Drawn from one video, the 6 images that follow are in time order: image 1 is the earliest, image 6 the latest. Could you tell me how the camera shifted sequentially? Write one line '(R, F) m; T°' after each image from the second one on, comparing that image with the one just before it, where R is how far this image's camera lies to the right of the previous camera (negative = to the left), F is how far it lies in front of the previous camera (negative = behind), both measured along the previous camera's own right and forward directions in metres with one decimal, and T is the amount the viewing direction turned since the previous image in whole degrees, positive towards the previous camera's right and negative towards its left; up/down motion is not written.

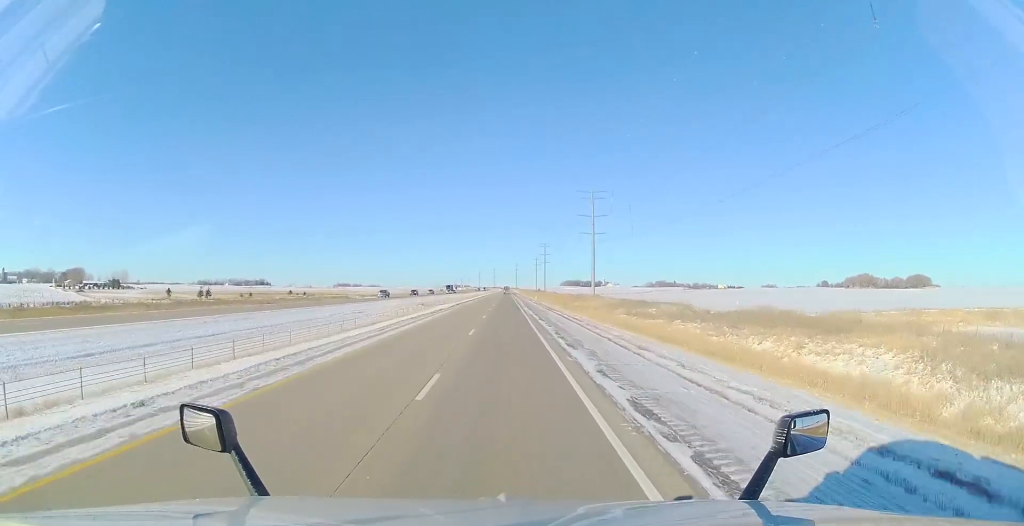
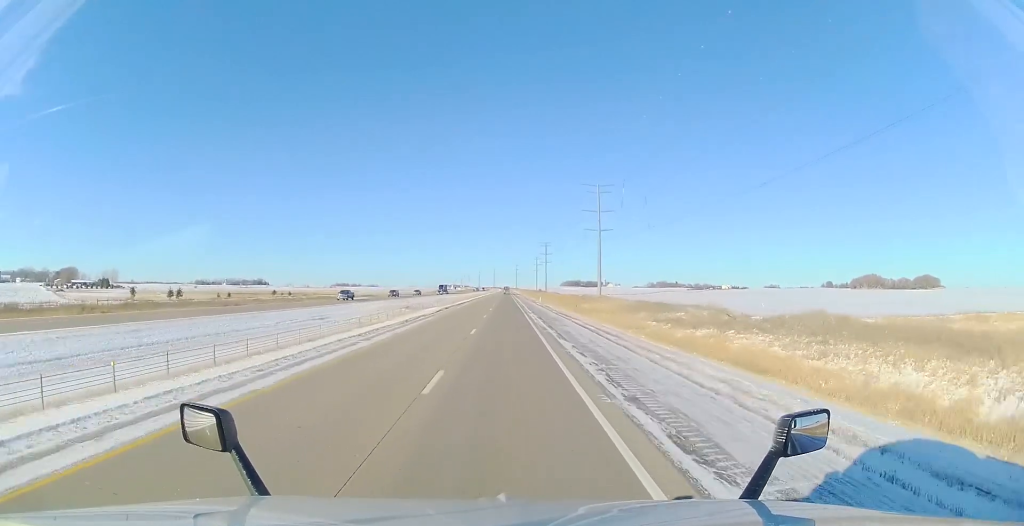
(+0.3, +14.7) m; 0°
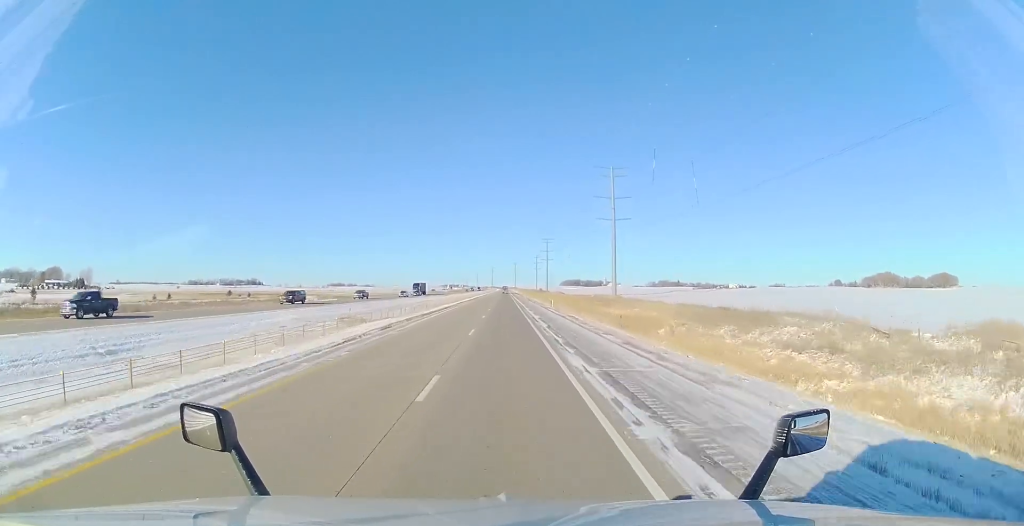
(-0.6, +31.5) m; 0°
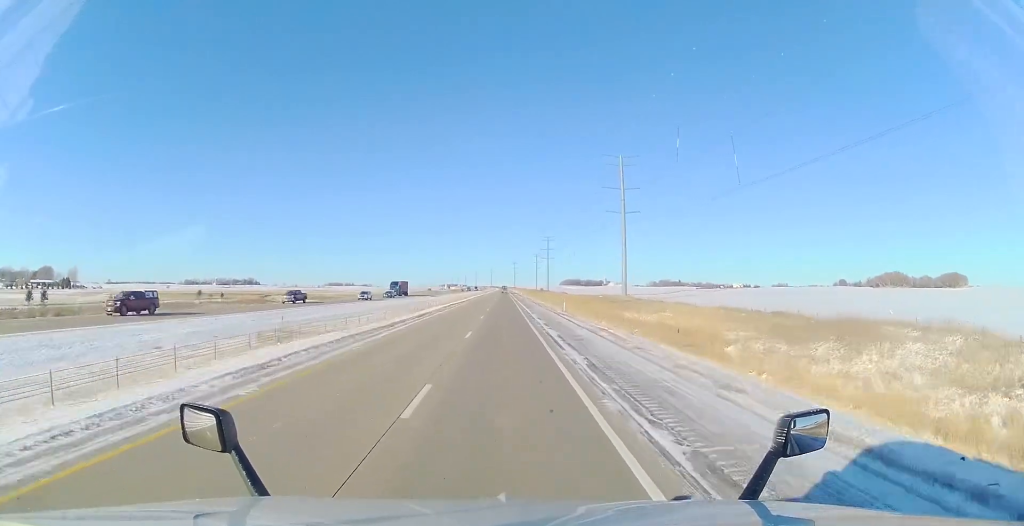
(+0.1, +16.7) m; +1°
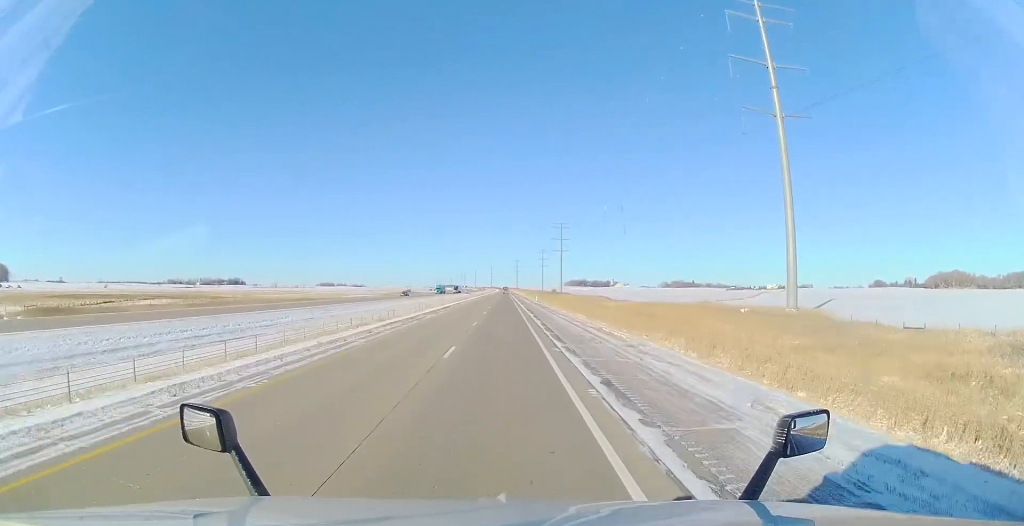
(-0.3, +98.8) m; 0°
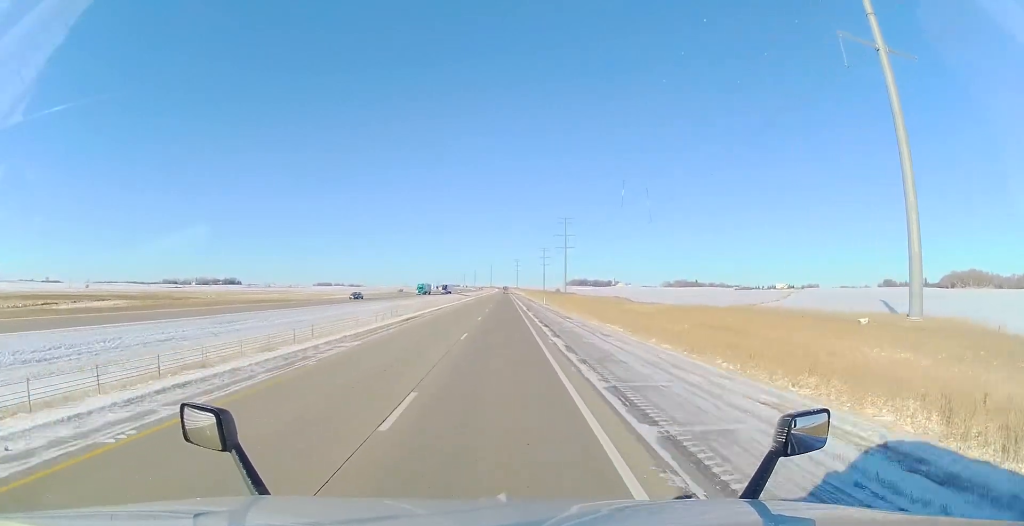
(+0.3, +24.3) m; 0°
